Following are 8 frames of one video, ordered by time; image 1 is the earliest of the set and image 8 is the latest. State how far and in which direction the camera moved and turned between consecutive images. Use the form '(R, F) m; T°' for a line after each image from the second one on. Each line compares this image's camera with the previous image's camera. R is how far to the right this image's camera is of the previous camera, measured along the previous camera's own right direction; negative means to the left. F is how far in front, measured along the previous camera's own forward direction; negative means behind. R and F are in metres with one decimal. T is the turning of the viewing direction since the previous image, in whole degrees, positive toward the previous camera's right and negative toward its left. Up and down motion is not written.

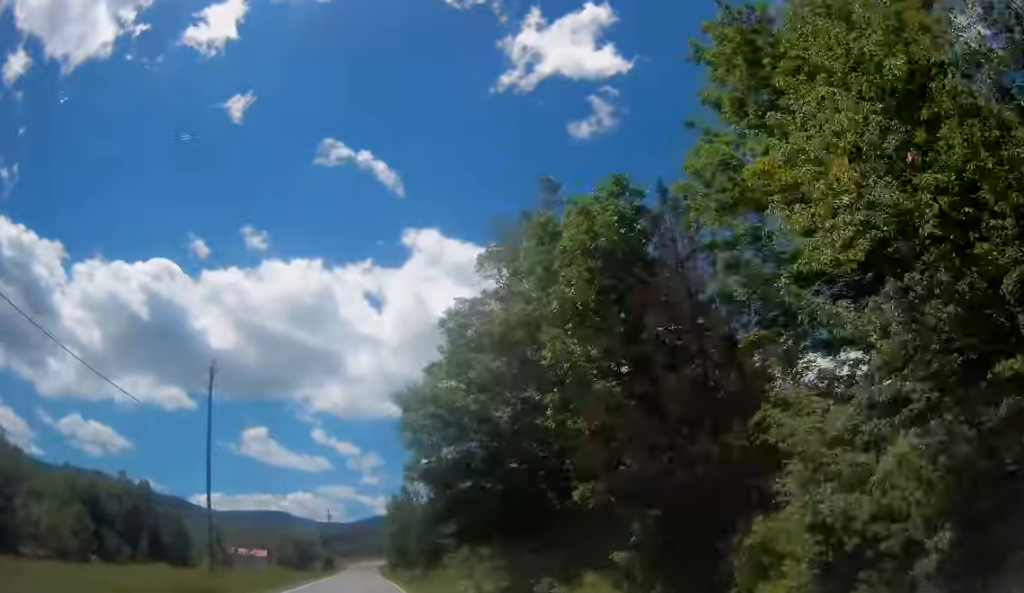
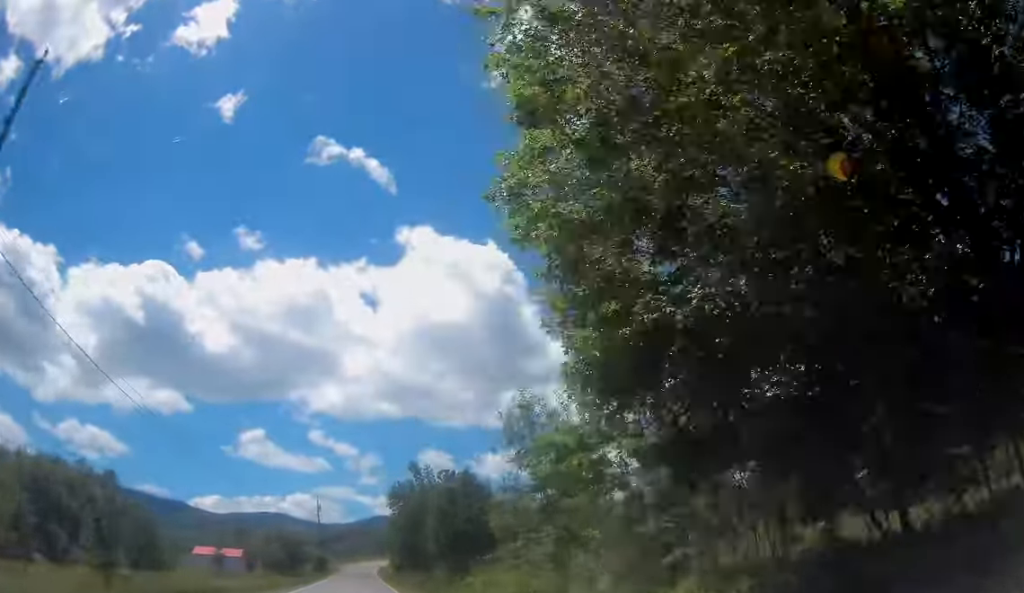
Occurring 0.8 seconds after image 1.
(+0.1, +18.3) m; 0°
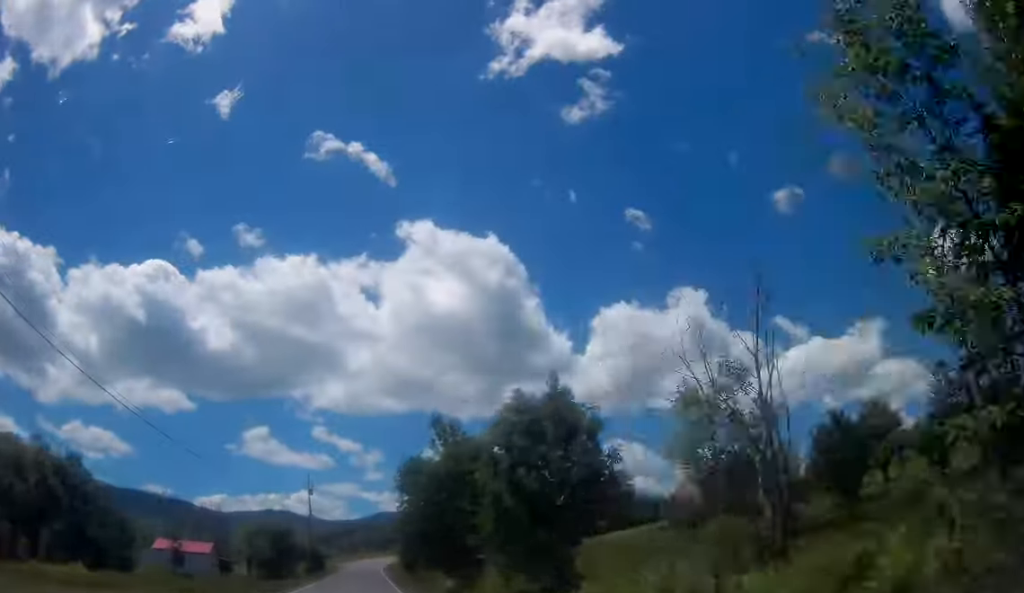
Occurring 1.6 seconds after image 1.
(-0.1, +17.4) m; -1°
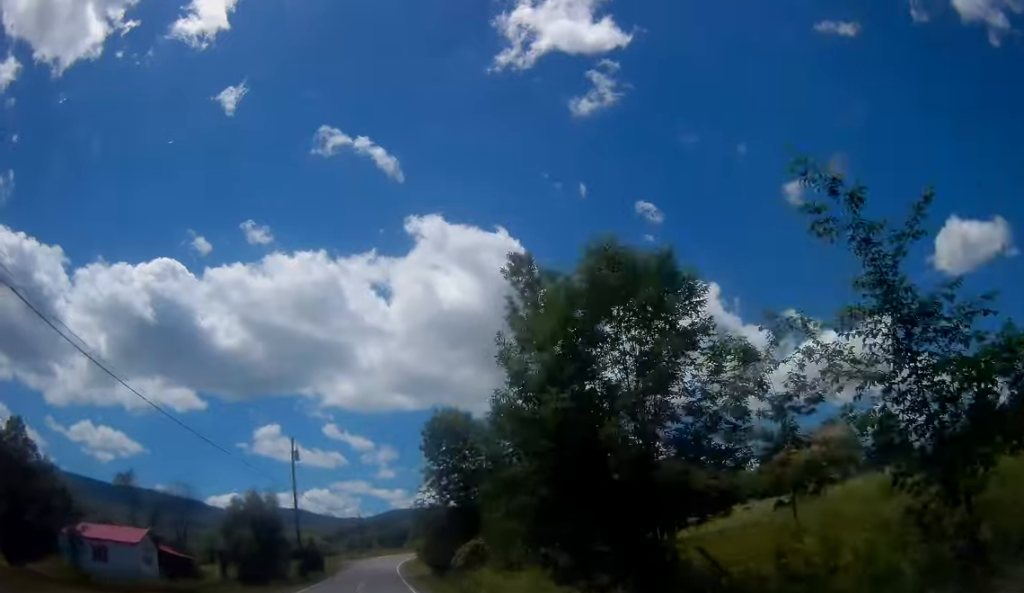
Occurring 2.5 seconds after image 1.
(-0.2, +21.9) m; 0°
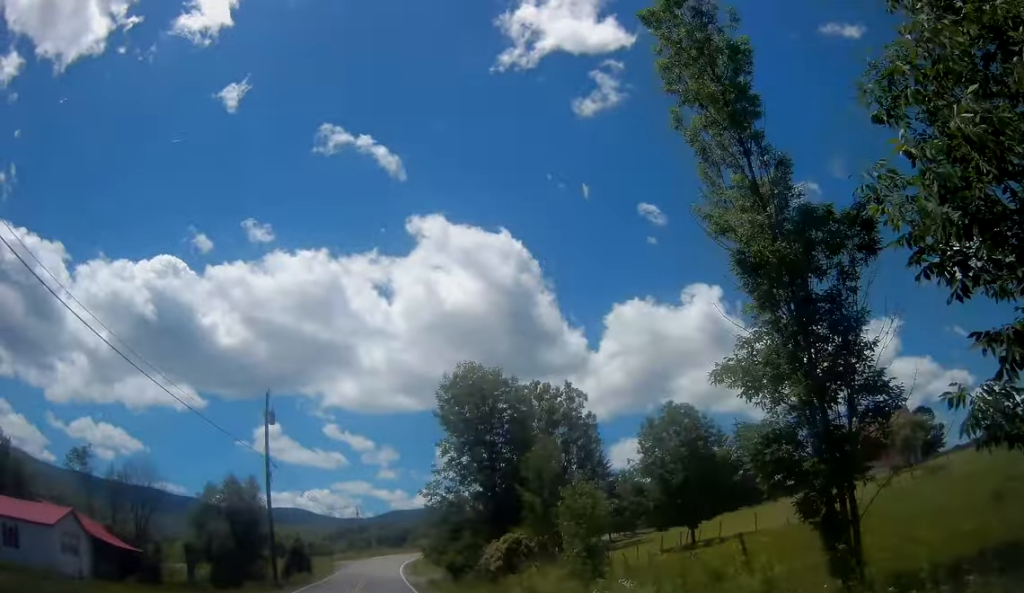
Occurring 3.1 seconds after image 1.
(0.0, +11.6) m; 0°
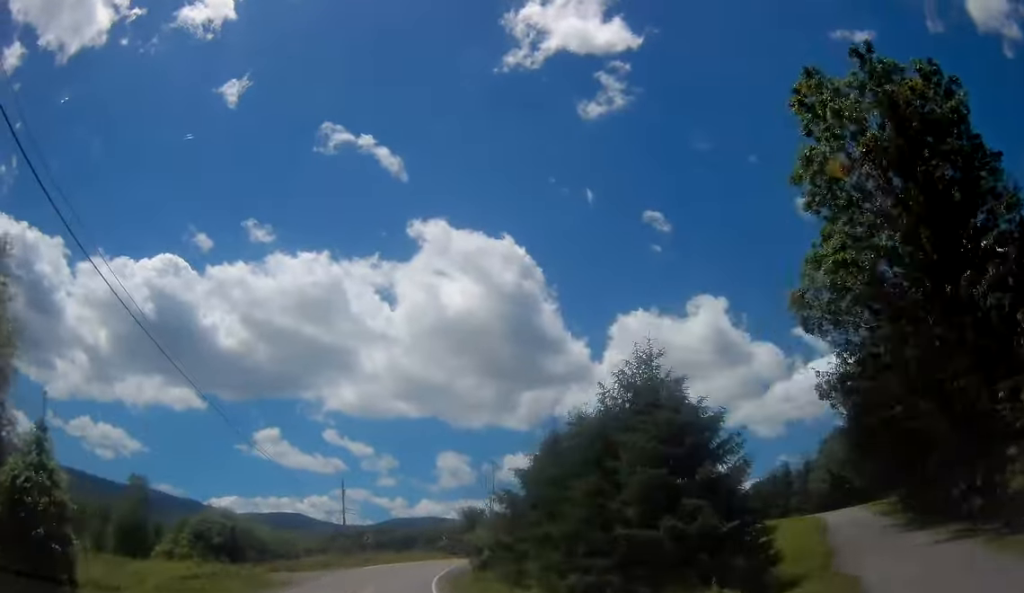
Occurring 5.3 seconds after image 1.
(+0.4, +44.5) m; +3°
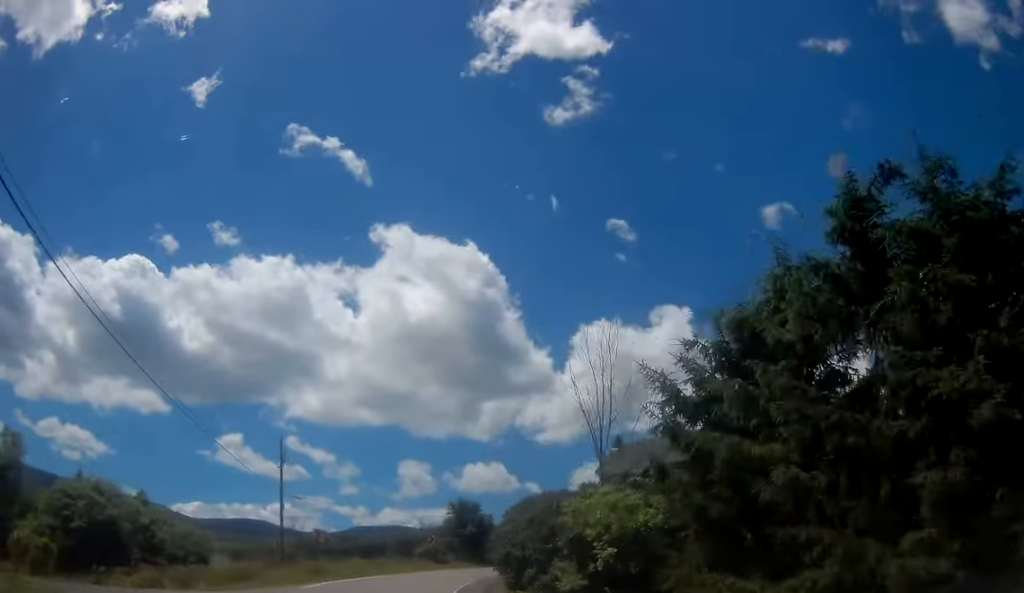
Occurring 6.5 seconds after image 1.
(+1.1, +21.9) m; +7°
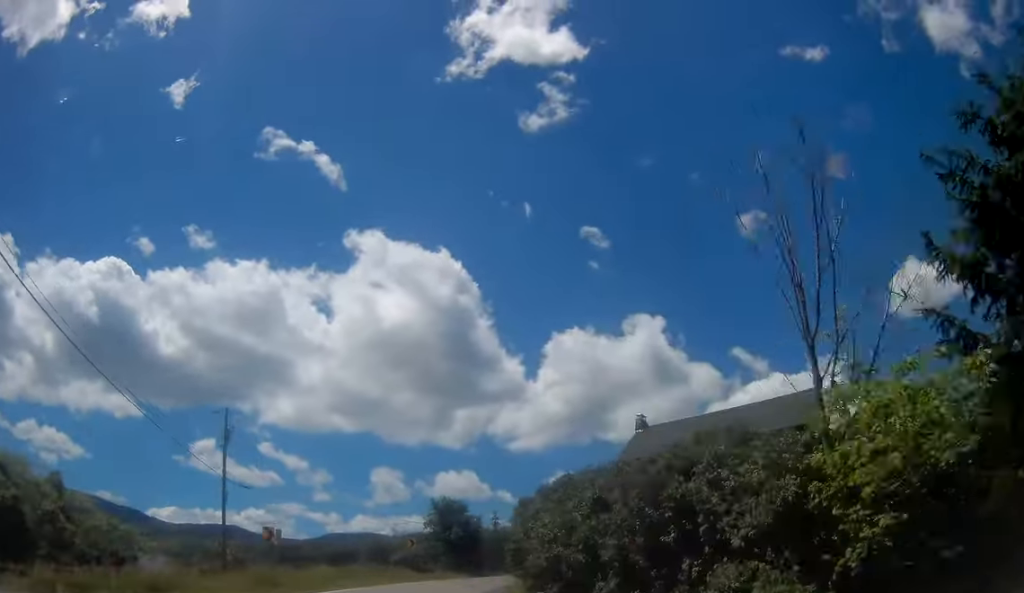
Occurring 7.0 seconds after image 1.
(+0.4, +8.7) m; +4°
